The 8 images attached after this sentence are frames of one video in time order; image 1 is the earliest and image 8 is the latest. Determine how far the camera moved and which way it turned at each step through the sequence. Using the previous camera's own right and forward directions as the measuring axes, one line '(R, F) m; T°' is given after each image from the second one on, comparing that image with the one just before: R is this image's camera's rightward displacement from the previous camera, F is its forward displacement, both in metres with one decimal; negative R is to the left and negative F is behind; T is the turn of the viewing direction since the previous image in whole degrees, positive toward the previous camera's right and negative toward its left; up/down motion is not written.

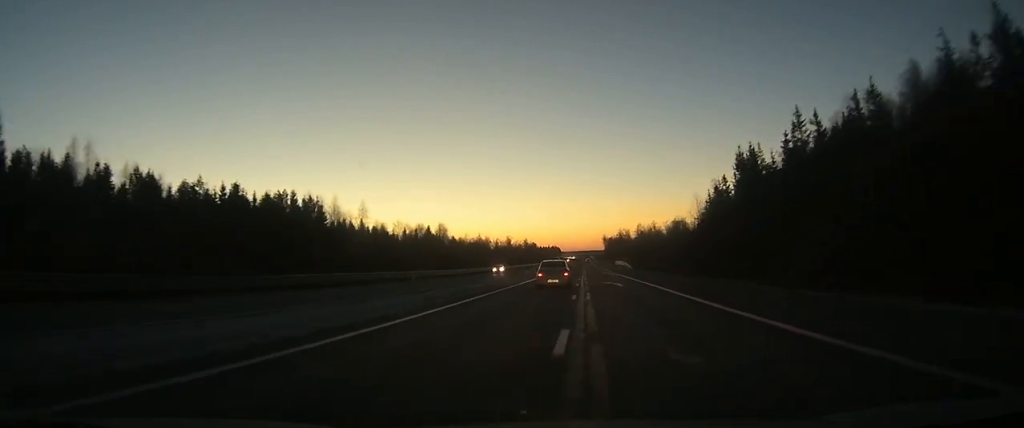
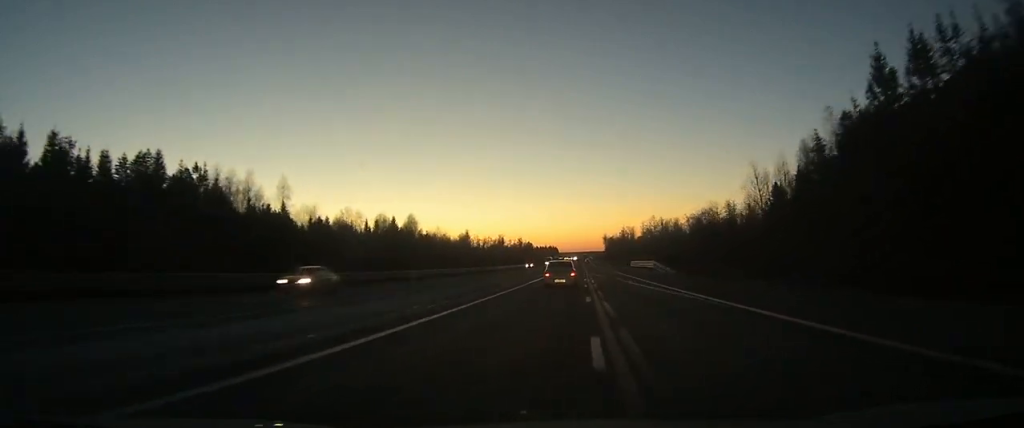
(0.0, +37.3) m; 0°
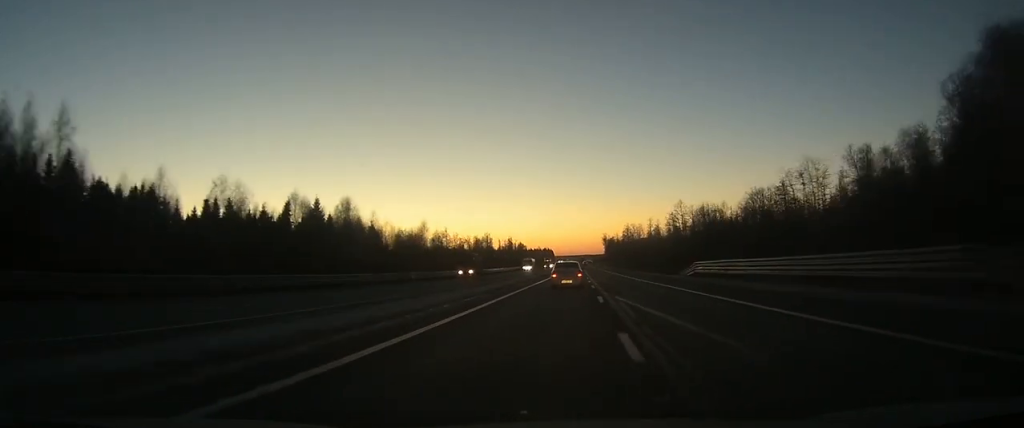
(0.0, +47.4) m; 0°
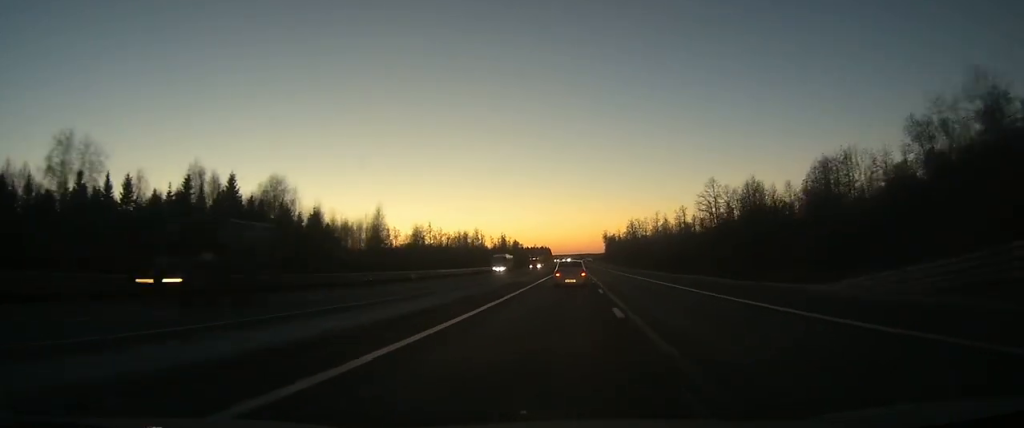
(0.0, +29.8) m; 0°
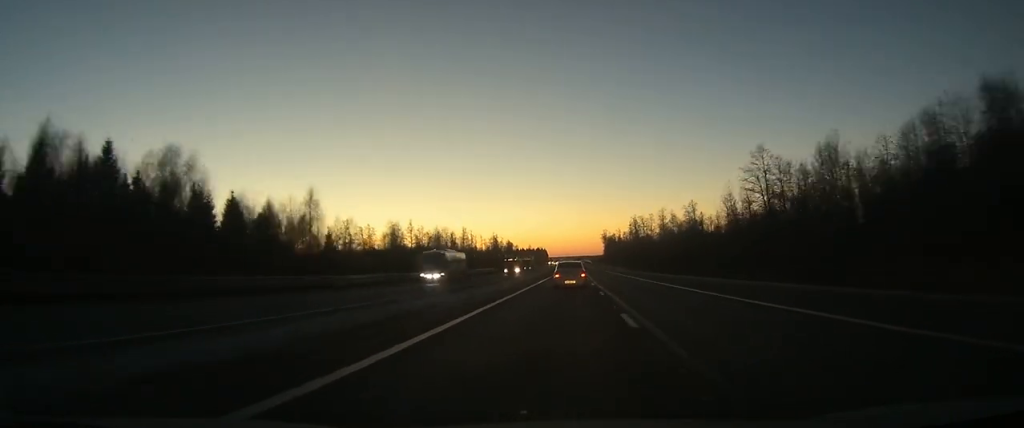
(-0.1, +25.8) m; 0°
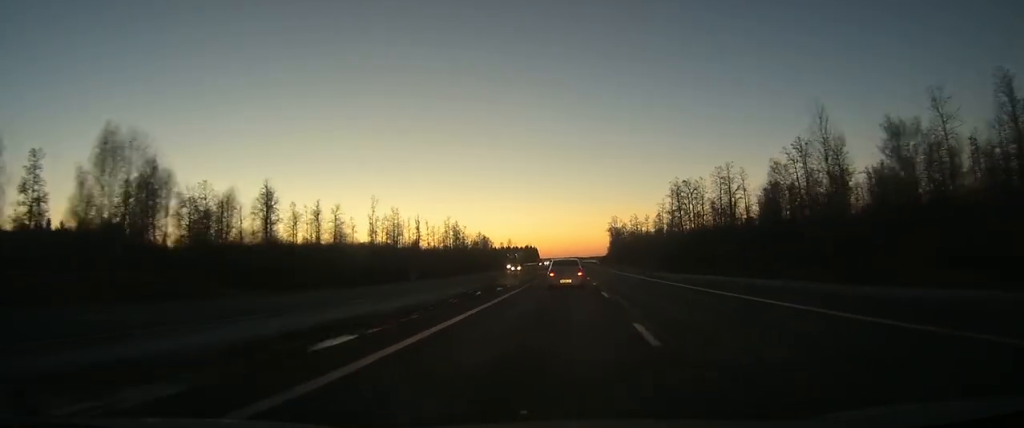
(+1.1, +108.6) m; +1°
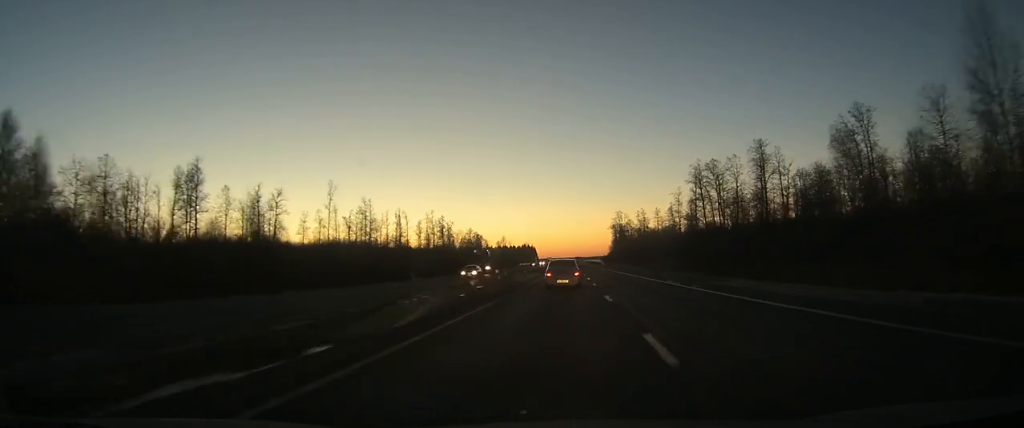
(0.0, +25.4) m; 0°
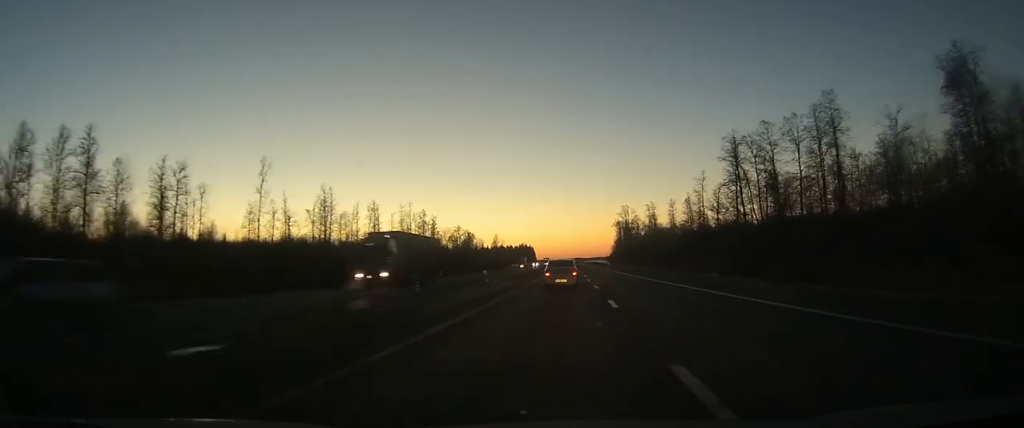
(0.0, +27.1) m; 0°
